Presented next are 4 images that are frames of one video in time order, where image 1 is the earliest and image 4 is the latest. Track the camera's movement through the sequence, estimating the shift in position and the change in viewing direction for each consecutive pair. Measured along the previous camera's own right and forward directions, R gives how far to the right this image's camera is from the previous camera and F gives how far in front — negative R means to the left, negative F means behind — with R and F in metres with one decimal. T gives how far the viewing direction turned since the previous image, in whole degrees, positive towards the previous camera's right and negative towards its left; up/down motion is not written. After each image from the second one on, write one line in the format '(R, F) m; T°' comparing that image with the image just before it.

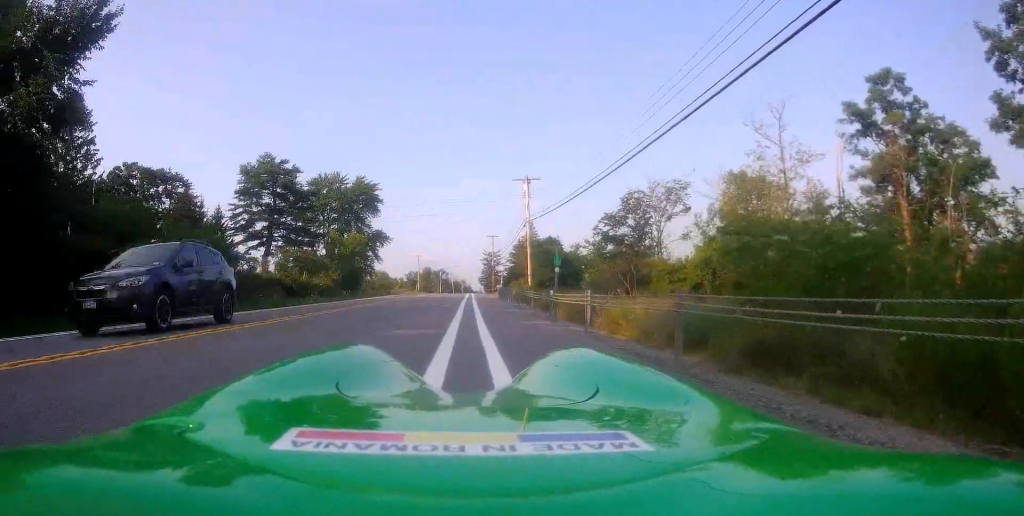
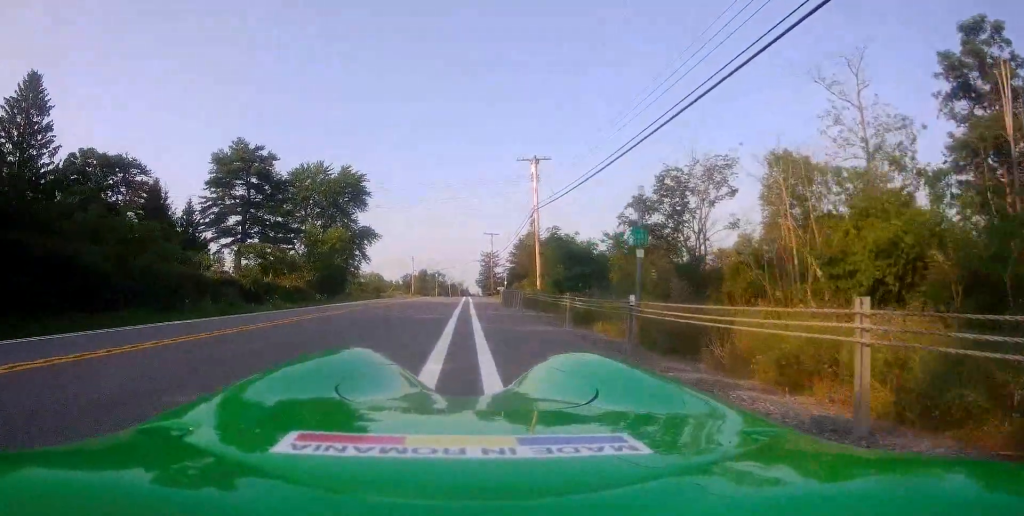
(+0.2, +7.7) m; +3°
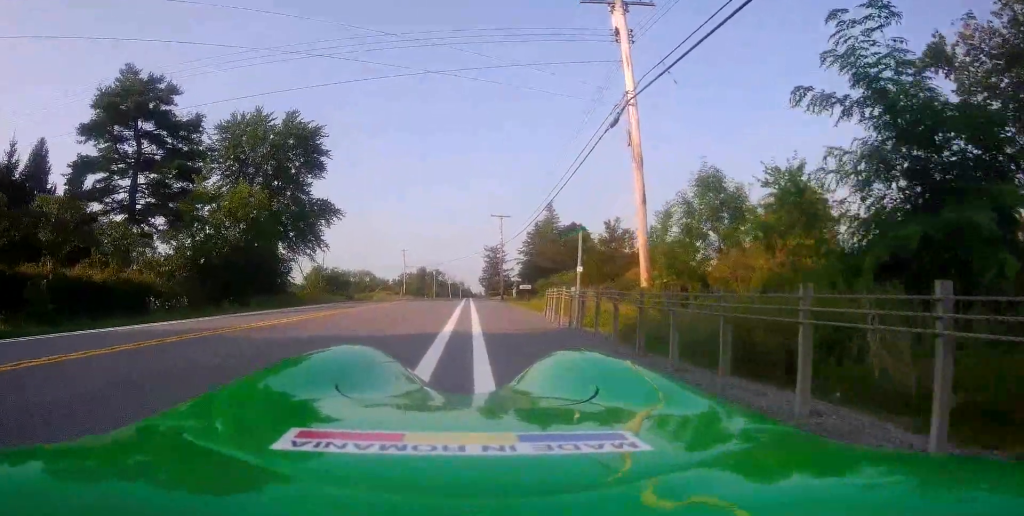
(-1.2, +23.9) m; 0°
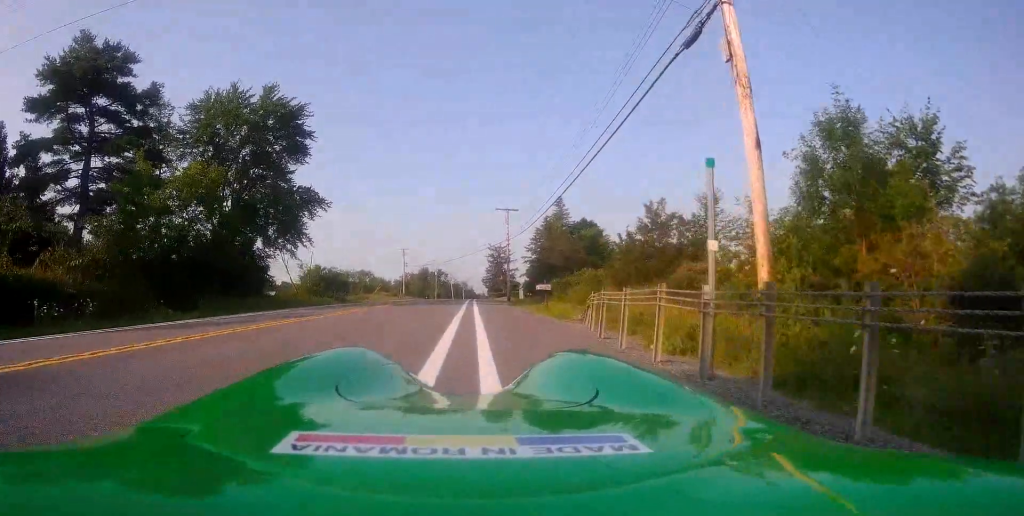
(+0.5, +6.7) m; -2°
